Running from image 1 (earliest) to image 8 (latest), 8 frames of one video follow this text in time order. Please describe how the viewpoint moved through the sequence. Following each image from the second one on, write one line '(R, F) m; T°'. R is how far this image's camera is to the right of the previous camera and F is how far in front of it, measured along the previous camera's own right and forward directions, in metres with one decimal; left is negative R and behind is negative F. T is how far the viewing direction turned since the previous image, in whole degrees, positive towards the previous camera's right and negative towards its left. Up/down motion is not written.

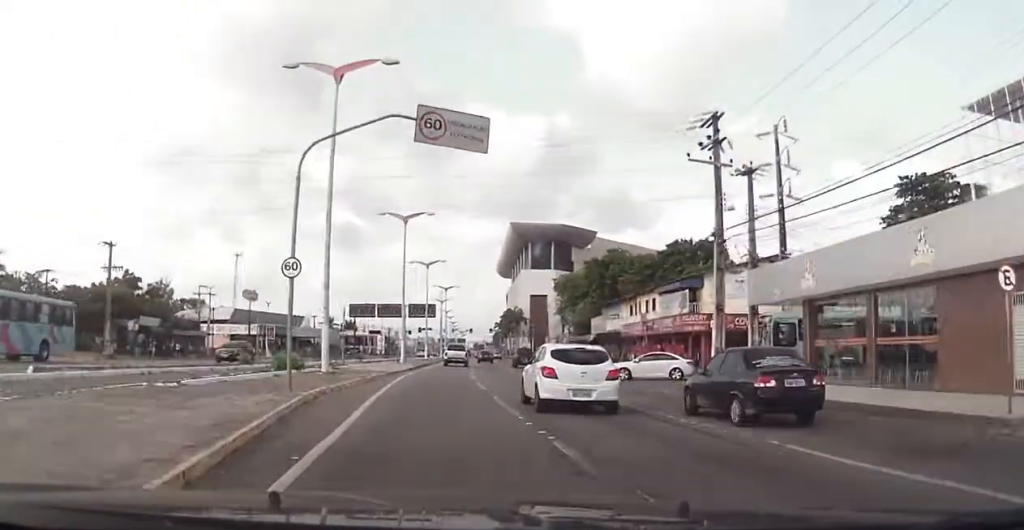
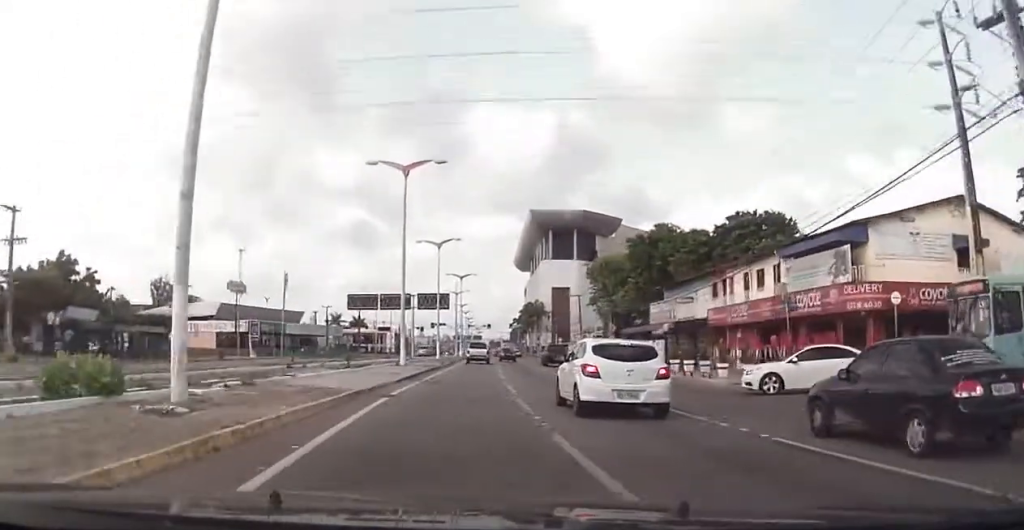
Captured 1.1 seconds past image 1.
(-0.5, +16.0) m; 0°
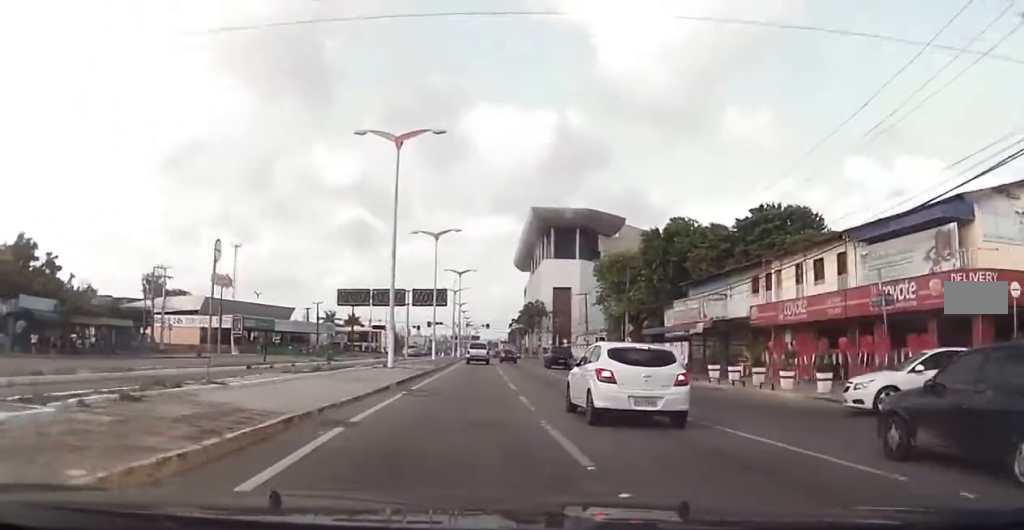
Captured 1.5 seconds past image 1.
(+0.2, +6.3) m; 0°
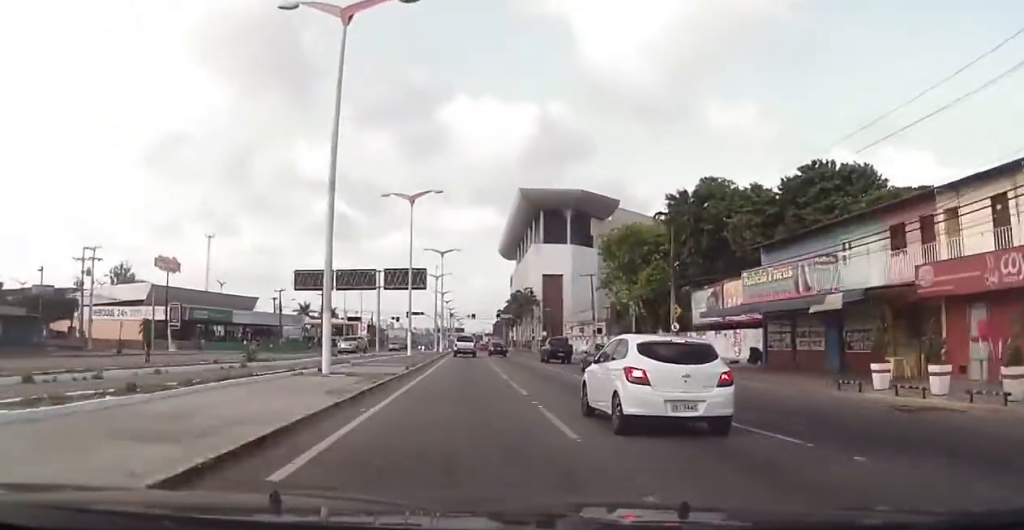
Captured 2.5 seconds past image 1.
(+0.1, +14.5) m; 0°
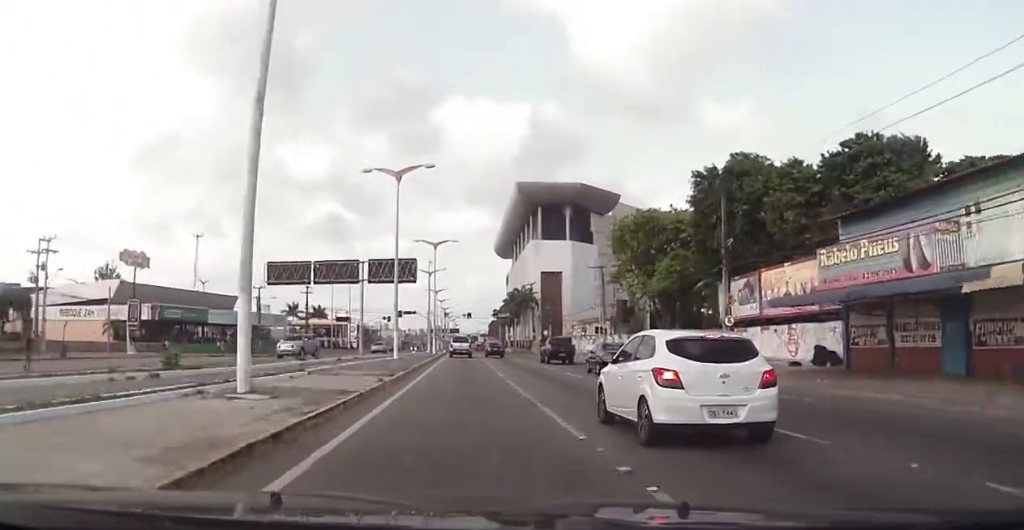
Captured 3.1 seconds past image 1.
(-0.3, +8.2) m; 0°
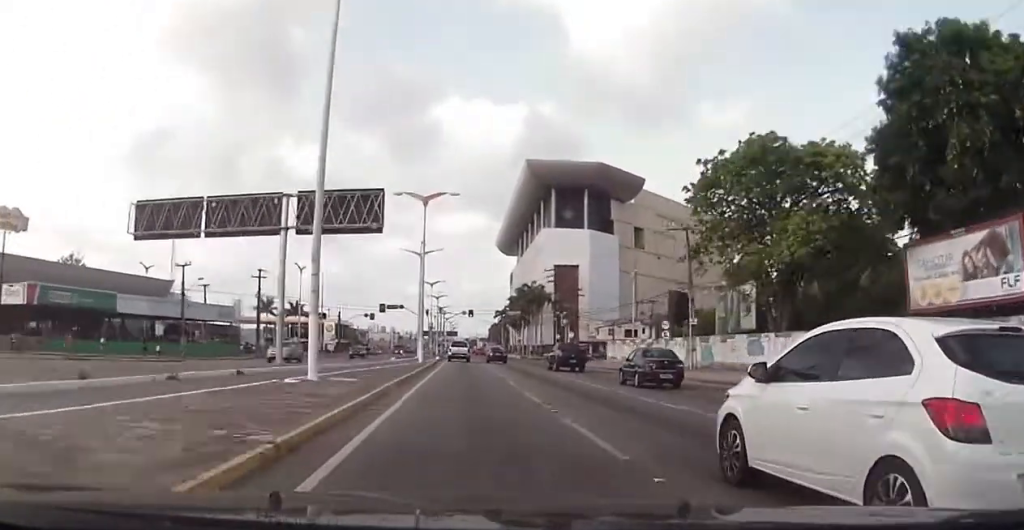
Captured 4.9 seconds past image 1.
(+0.9, +26.3) m; +2°
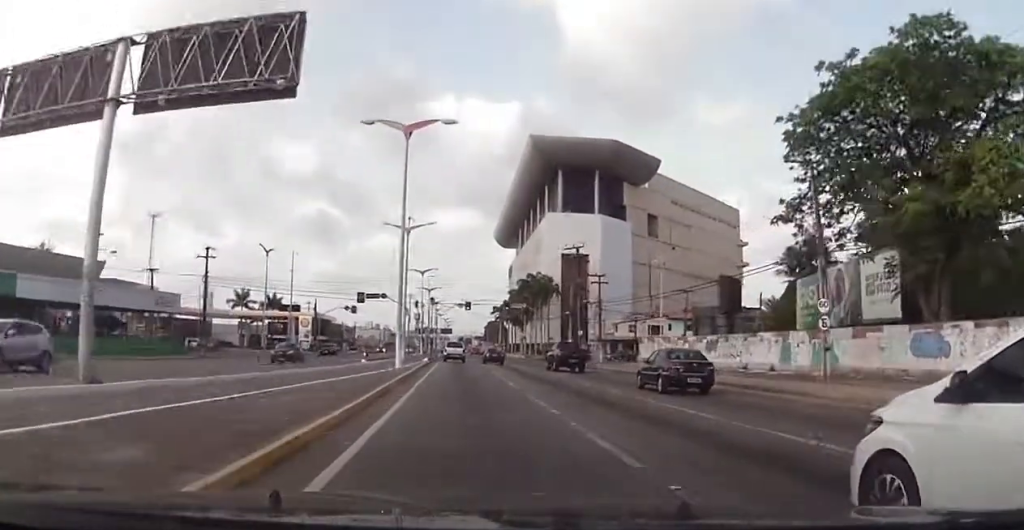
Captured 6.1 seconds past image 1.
(0.0, +16.9) m; -2°
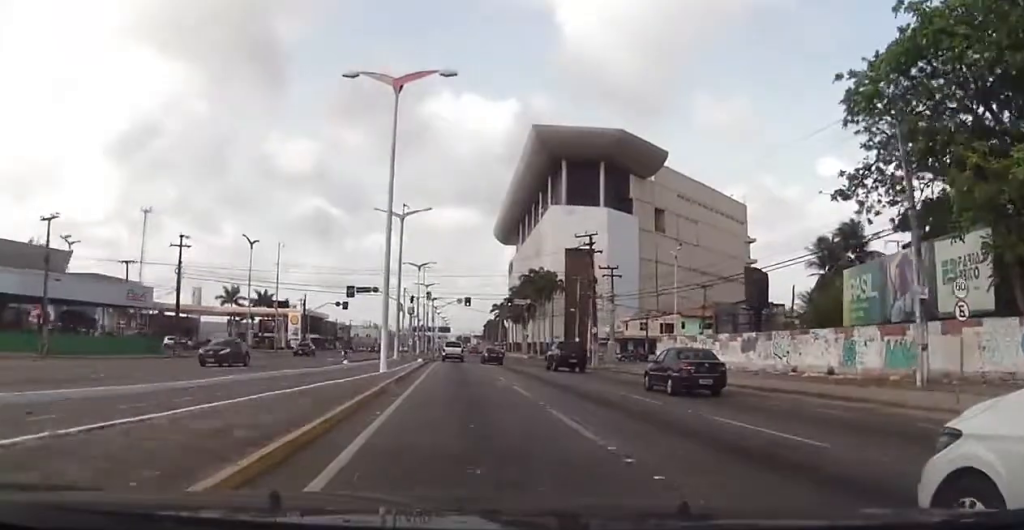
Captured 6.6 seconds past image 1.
(-0.2, +6.5) m; 0°
